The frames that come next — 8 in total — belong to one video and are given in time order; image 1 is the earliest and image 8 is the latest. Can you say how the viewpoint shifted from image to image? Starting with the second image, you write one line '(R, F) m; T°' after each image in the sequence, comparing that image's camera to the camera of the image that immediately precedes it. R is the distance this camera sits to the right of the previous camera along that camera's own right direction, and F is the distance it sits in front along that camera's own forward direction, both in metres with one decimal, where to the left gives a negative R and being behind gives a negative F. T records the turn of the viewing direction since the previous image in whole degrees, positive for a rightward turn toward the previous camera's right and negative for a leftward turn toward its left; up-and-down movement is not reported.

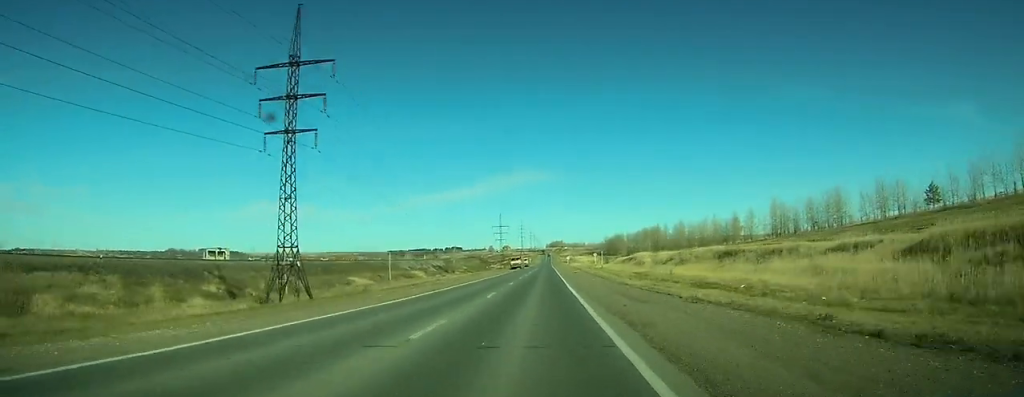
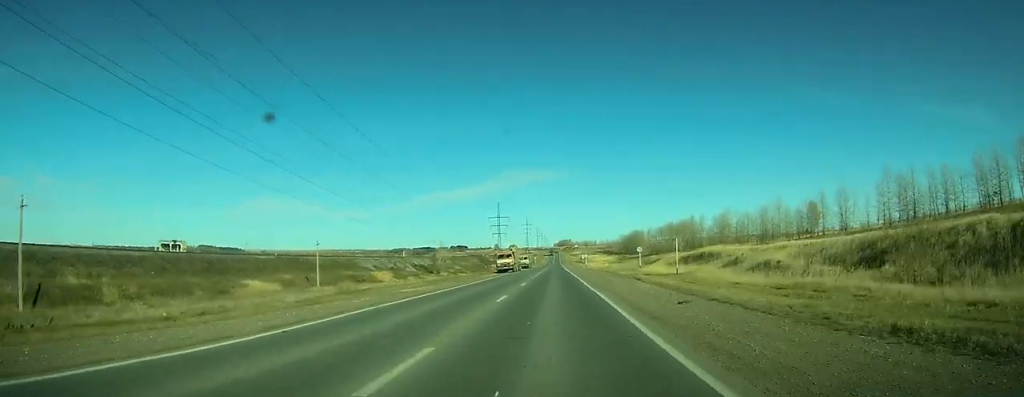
(-0.1, +57.2) m; 0°
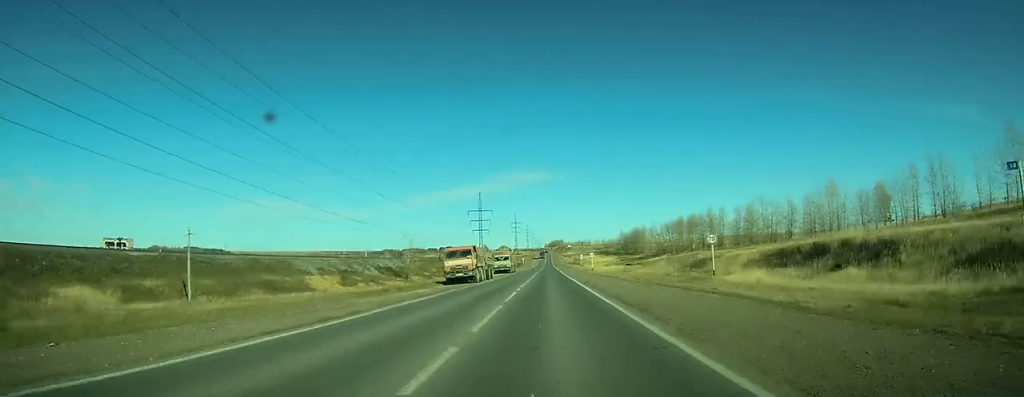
(0.0, +39.2) m; 0°
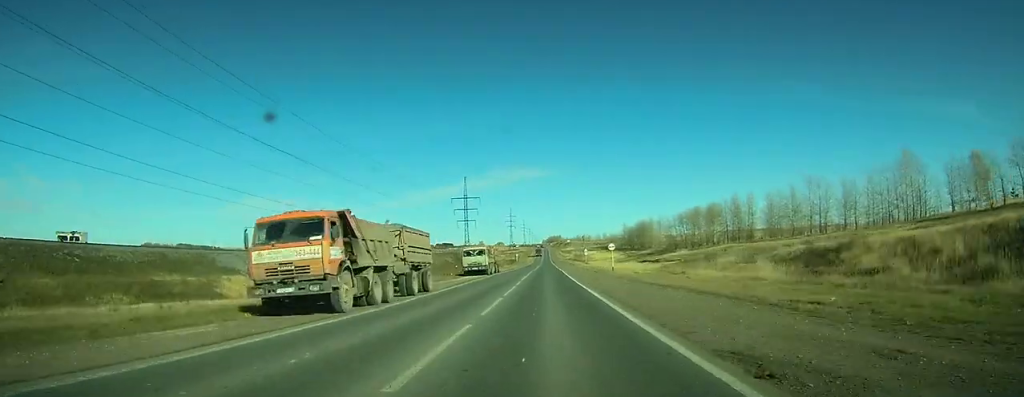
(0.0, +29.2) m; 0°
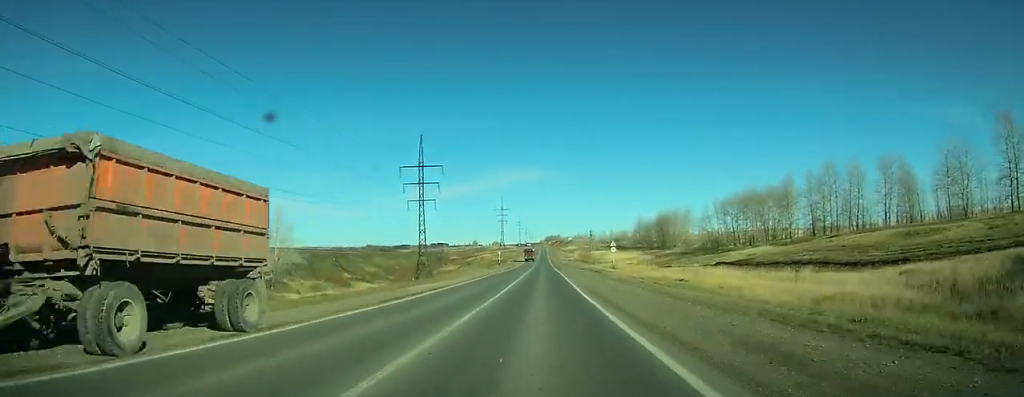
(-0.1, +53.8) m; 0°
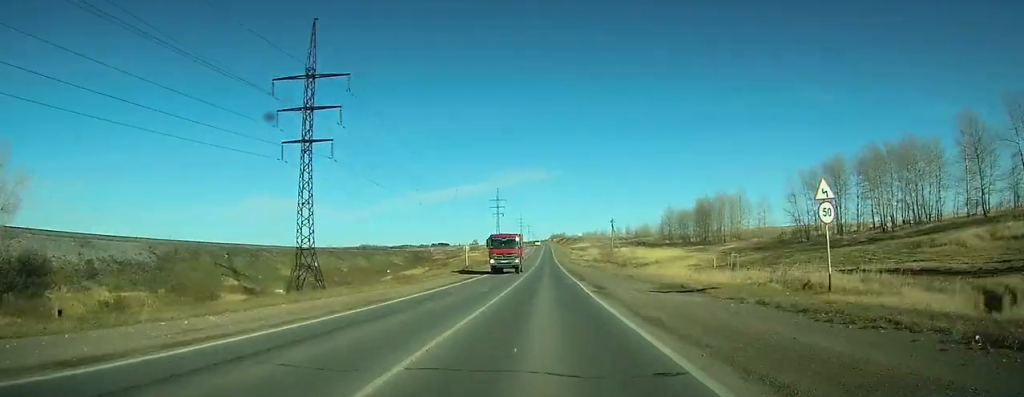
(+0.1, +50.0) m; 0°
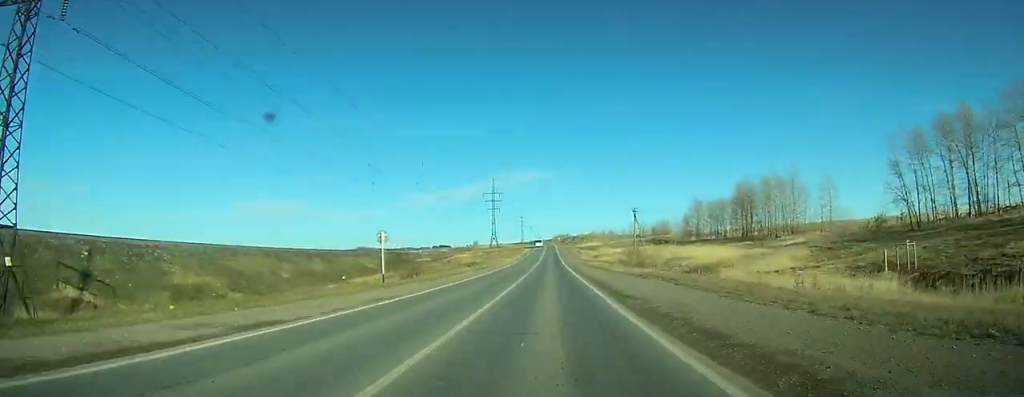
(0.0, +32.7) m; 0°
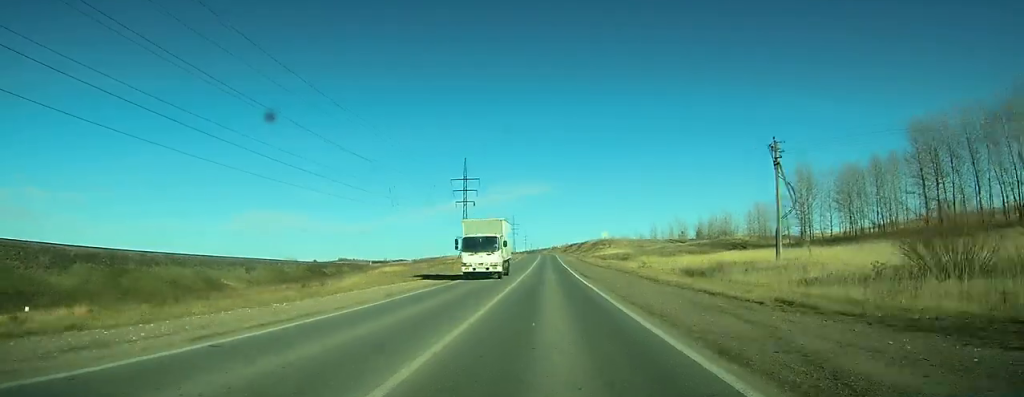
(-0.2, +75.0) m; 0°
